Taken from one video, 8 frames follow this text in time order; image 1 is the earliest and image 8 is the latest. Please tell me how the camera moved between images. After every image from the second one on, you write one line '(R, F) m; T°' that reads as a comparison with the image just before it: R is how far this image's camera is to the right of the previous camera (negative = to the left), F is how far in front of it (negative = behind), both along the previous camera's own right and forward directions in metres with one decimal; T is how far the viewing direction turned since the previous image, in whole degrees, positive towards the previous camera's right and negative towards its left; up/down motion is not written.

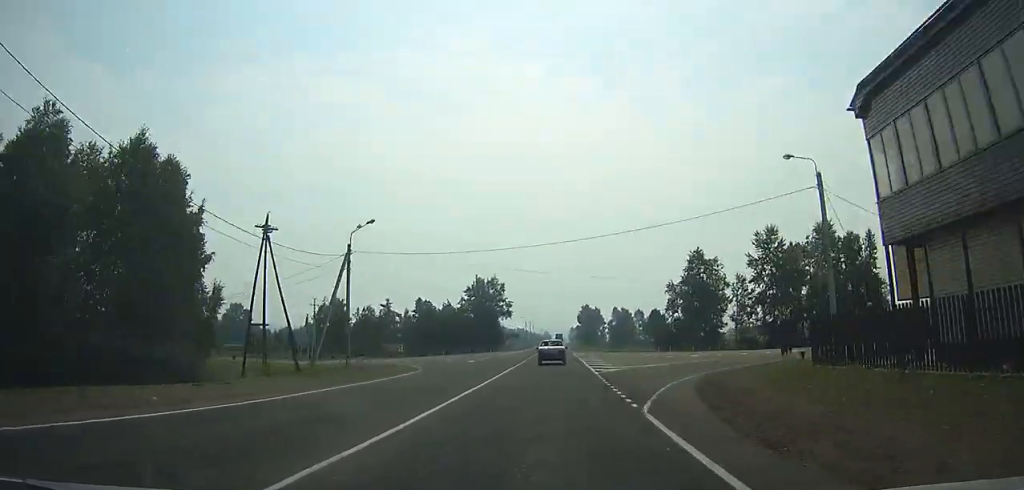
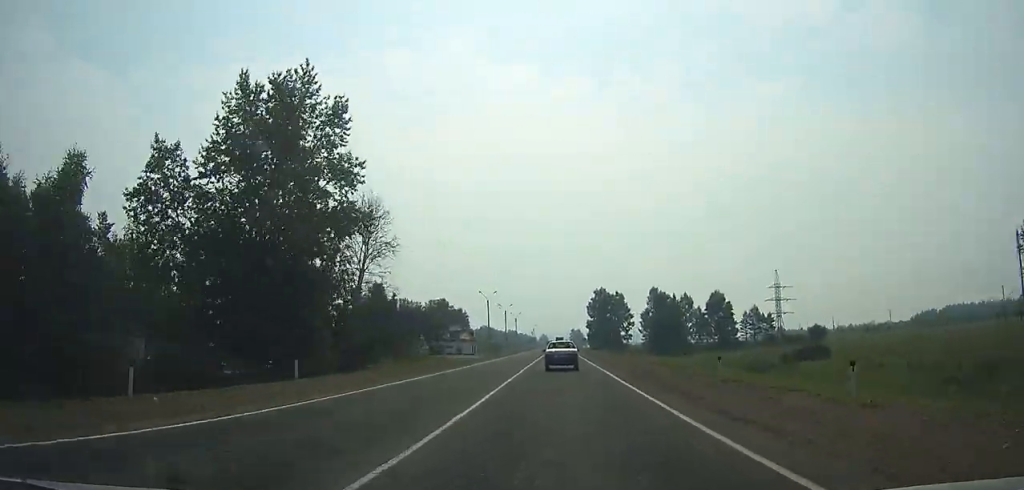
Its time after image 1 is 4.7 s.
(+2.3, +107.5) m; +2°
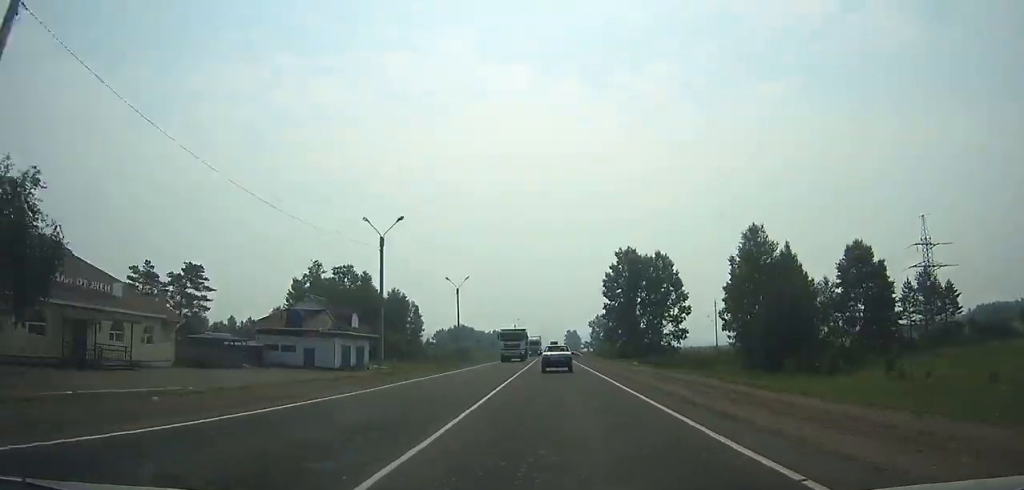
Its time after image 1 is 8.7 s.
(+0.3, +87.1) m; 0°
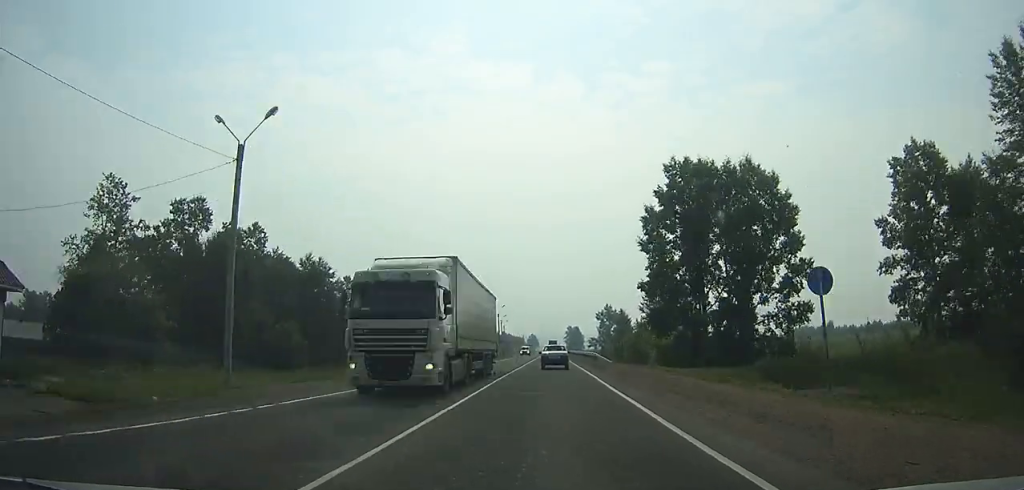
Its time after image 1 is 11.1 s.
(+0.1, +50.1) m; 0°
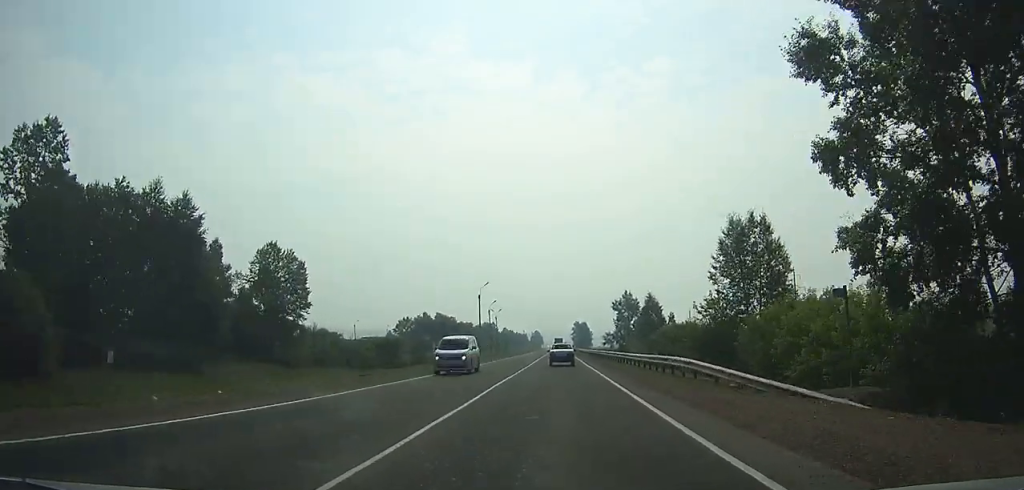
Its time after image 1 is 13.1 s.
(-0.1, +40.6) m; 0°
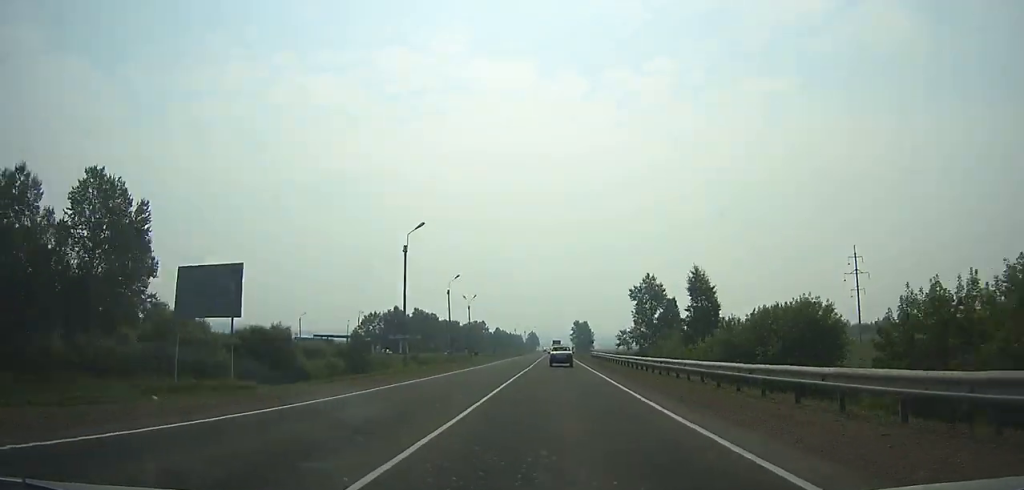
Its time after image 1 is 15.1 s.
(0.0, +40.8) m; 0°
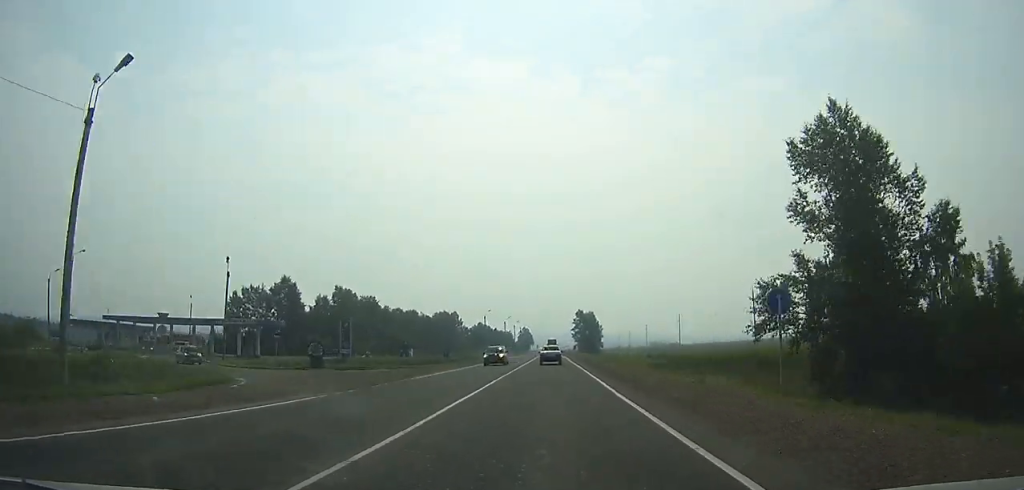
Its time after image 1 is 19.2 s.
(+0.2, +87.2) m; 0°
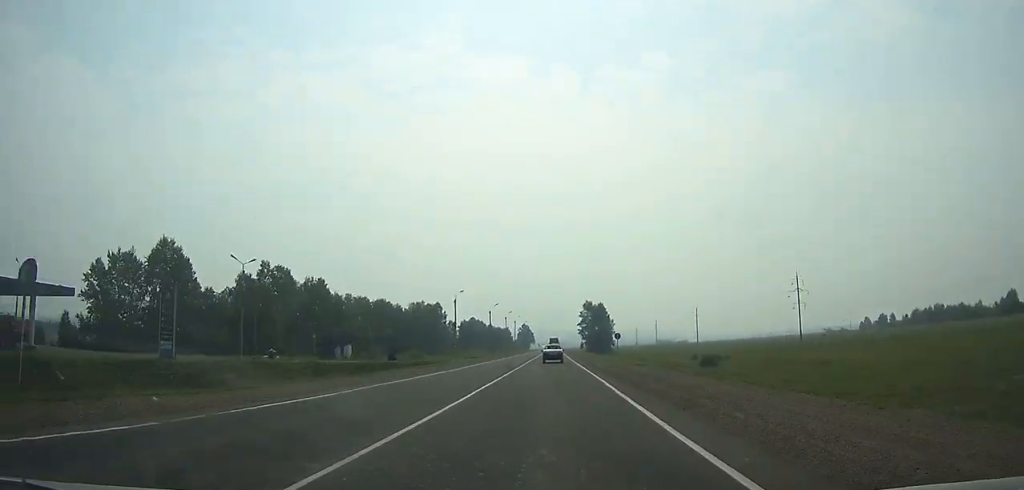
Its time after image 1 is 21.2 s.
(0.0, +43.6) m; 0°
